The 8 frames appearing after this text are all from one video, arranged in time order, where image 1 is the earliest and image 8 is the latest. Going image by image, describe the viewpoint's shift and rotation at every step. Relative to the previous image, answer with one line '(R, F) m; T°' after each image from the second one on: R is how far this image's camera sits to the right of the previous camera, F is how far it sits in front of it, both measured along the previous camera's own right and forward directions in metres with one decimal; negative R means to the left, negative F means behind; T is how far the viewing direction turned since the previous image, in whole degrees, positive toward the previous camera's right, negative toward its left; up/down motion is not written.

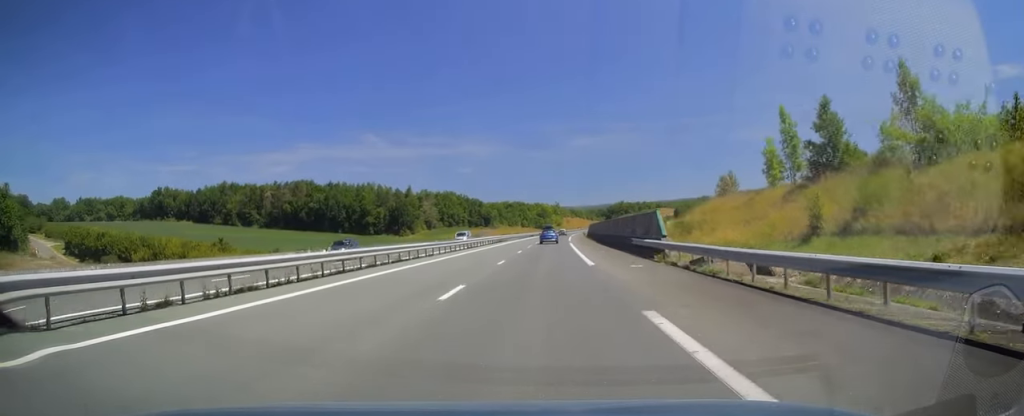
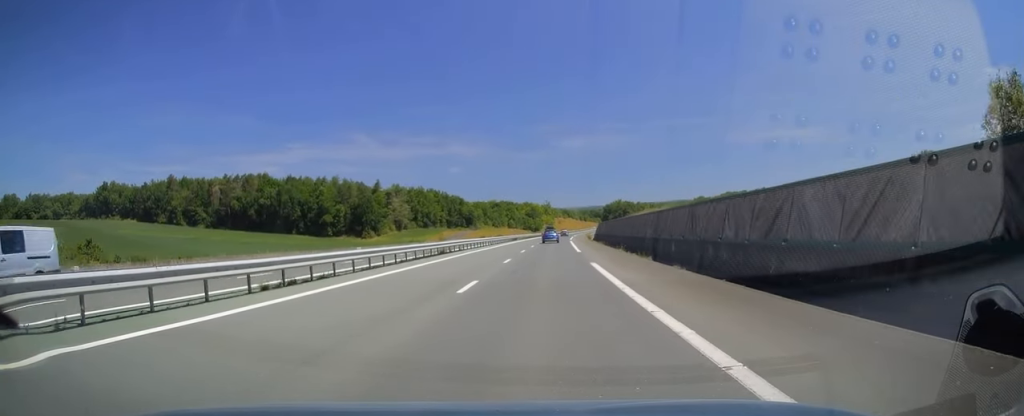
(+0.2, +37.1) m; 0°
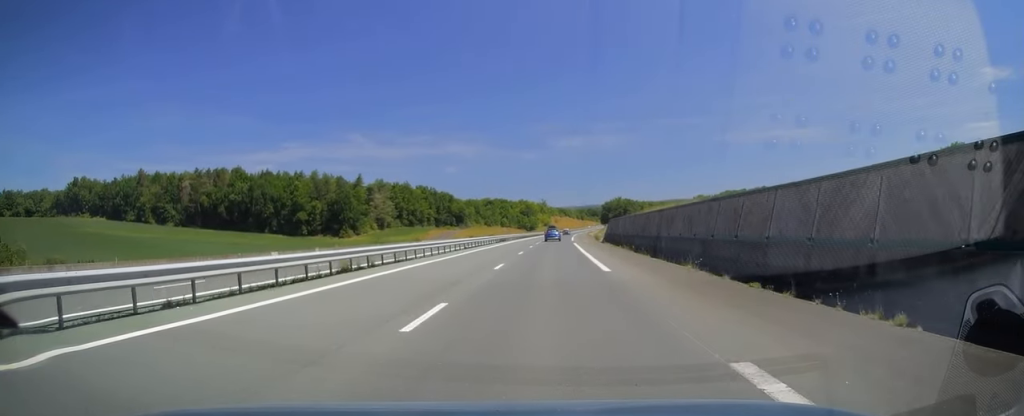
(0.0, +18.6) m; 0°
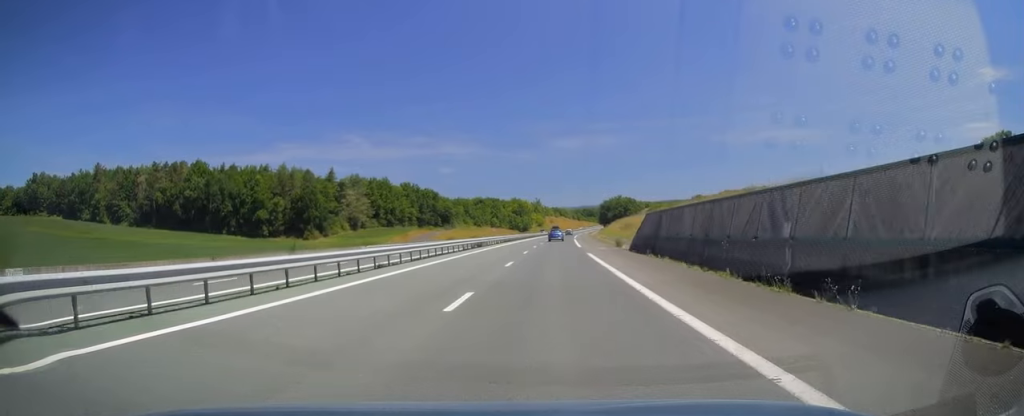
(0.0, +23.8) m; +1°
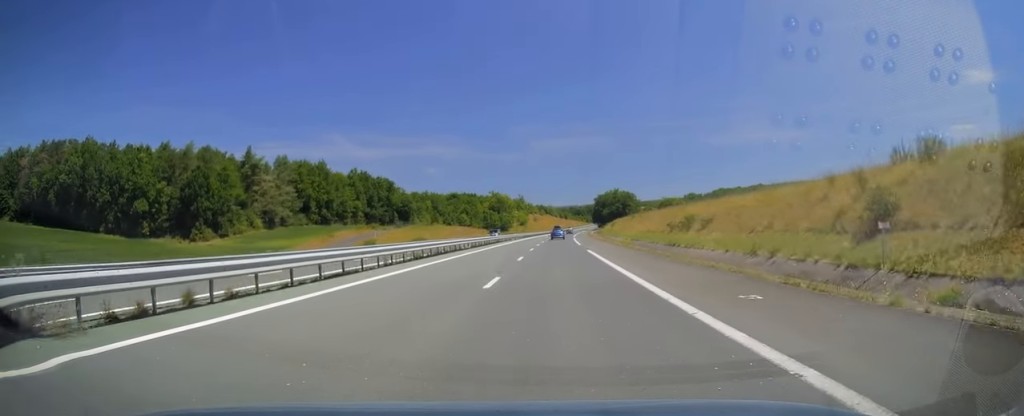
(+0.8, +48.0) m; +1°
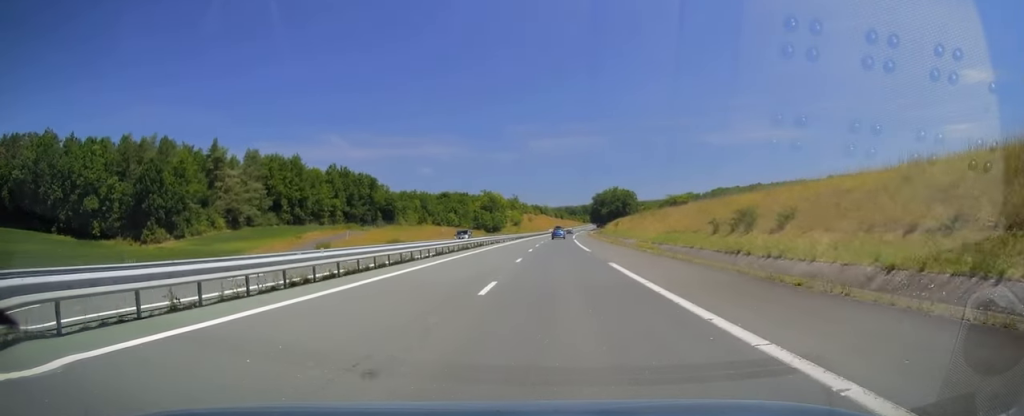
(0.0, +14.5) m; 0°
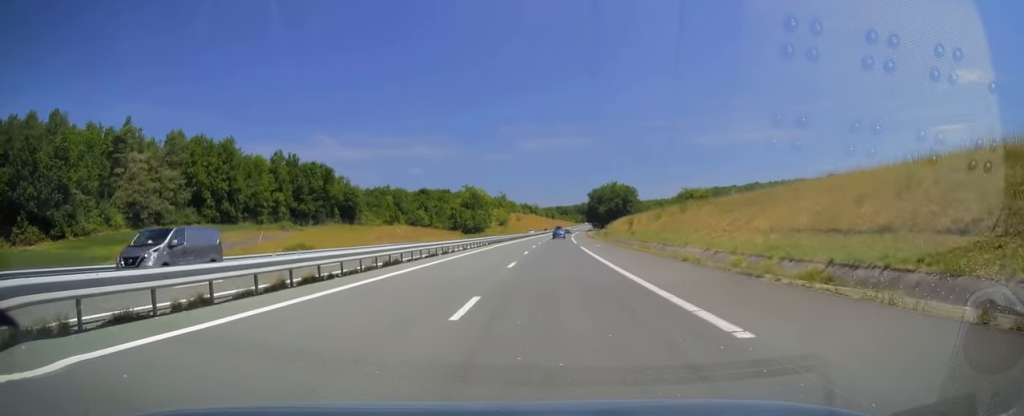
(+0.2, +29.4) m; +1°
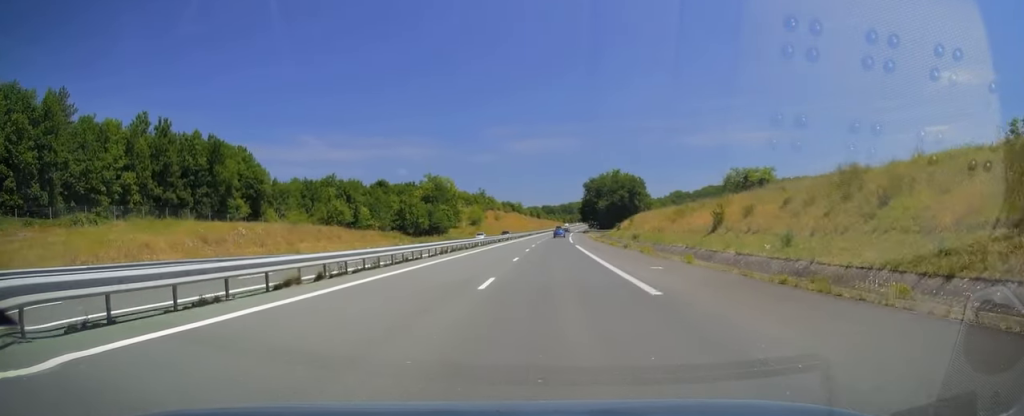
(+0.7, +46.9) m; +2°
